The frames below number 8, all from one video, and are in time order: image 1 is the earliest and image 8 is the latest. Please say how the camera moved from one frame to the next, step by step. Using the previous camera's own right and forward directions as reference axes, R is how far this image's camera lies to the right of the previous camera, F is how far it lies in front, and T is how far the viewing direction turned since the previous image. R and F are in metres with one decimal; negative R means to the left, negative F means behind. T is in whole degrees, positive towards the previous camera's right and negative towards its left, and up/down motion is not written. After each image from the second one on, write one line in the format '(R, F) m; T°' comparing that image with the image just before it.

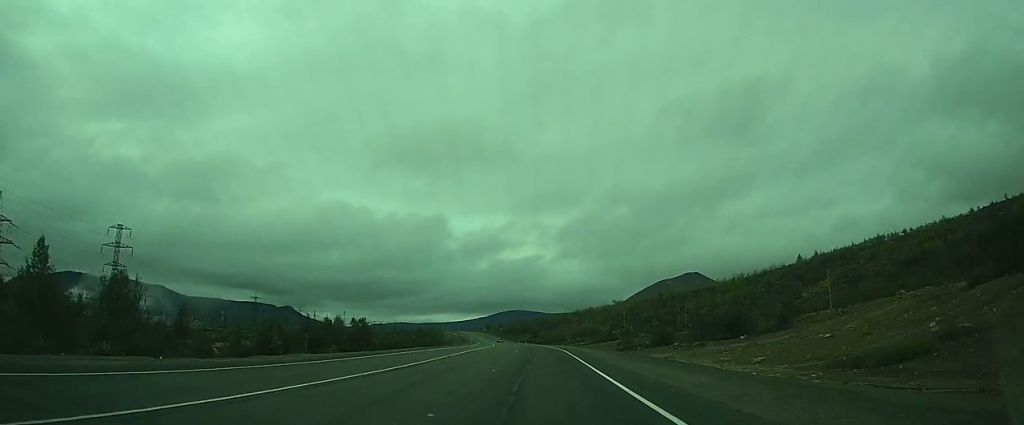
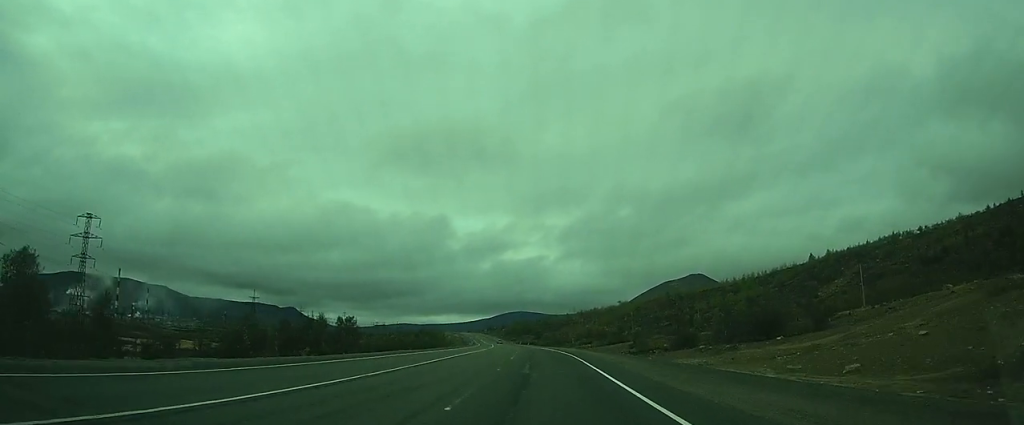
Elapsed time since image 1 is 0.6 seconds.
(0.0, +11.4) m; -1°
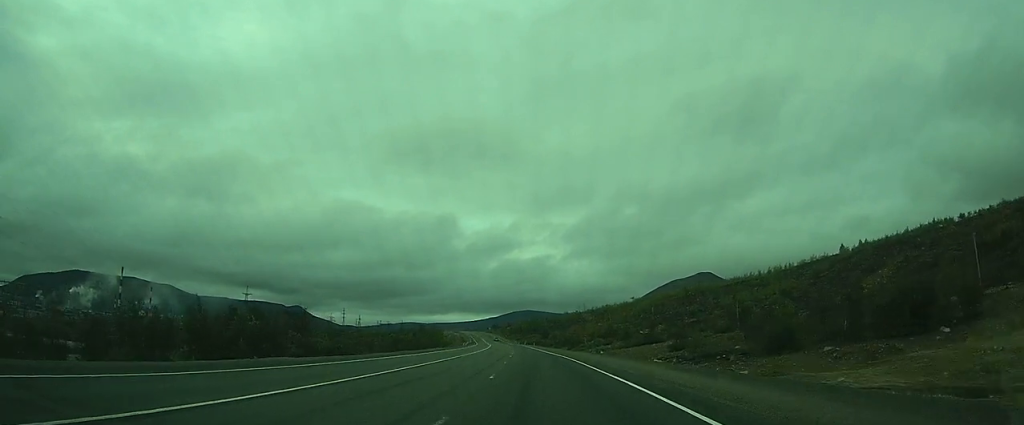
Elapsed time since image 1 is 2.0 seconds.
(-0.3, +29.6) m; -1°
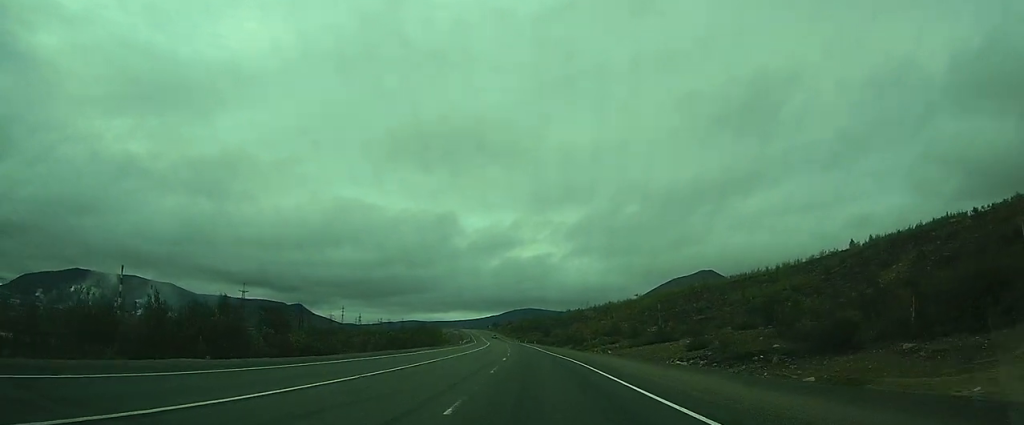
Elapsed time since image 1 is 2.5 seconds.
(+0.1, +9.4) m; 0°
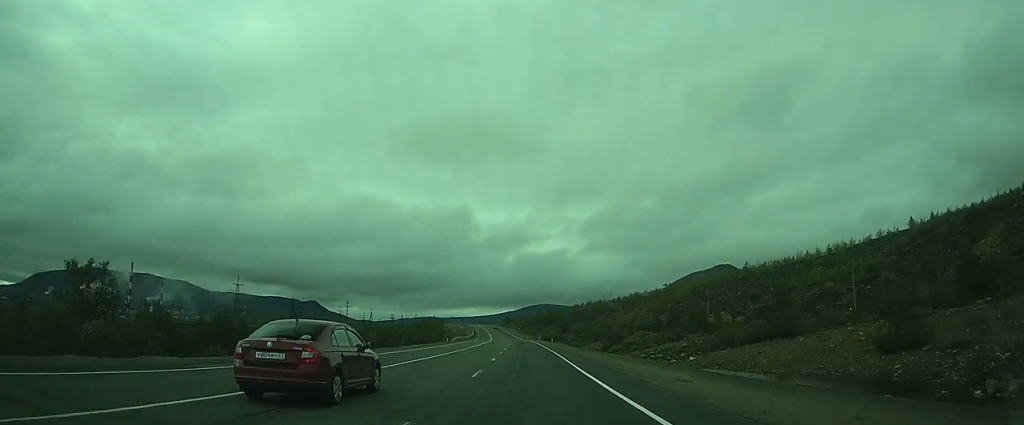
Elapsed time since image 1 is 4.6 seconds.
(-0.7, +41.2) m; 0°
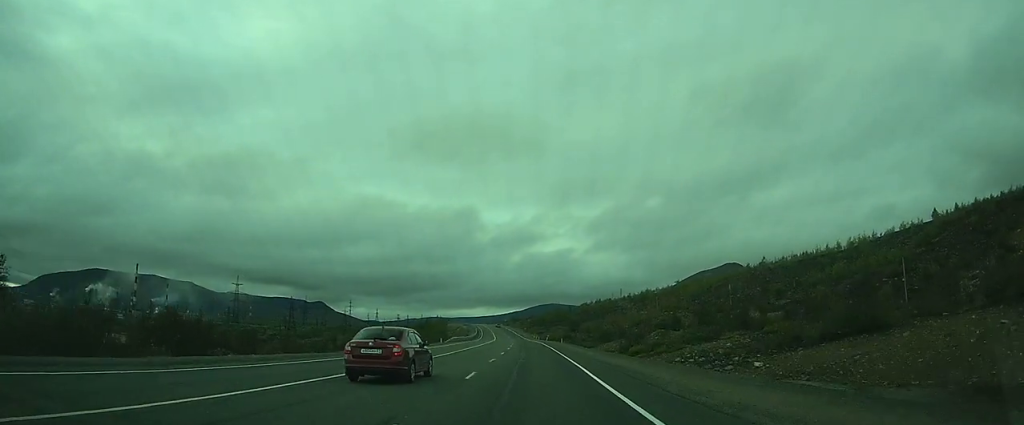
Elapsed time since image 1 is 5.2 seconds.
(+0.2, +13.0) m; 0°
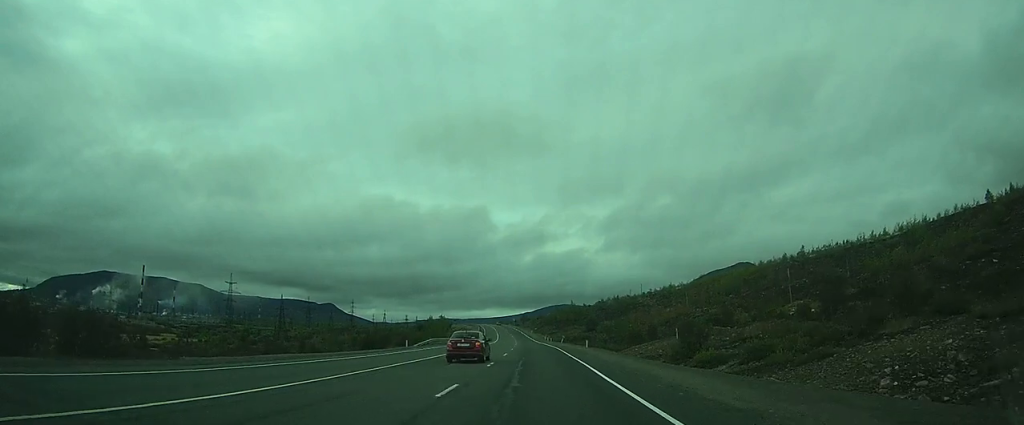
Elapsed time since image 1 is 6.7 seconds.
(0.0, +28.4) m; -1°
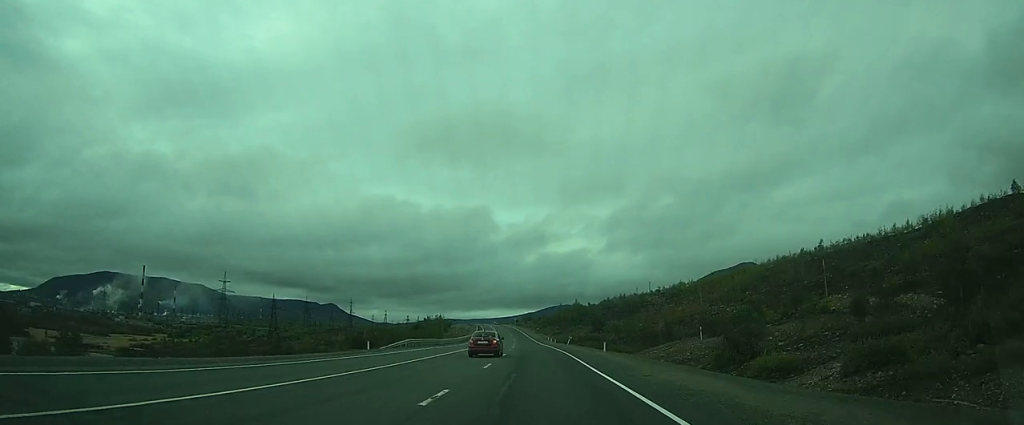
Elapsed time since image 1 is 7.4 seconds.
(-0.1, +13.6) m; 0°
